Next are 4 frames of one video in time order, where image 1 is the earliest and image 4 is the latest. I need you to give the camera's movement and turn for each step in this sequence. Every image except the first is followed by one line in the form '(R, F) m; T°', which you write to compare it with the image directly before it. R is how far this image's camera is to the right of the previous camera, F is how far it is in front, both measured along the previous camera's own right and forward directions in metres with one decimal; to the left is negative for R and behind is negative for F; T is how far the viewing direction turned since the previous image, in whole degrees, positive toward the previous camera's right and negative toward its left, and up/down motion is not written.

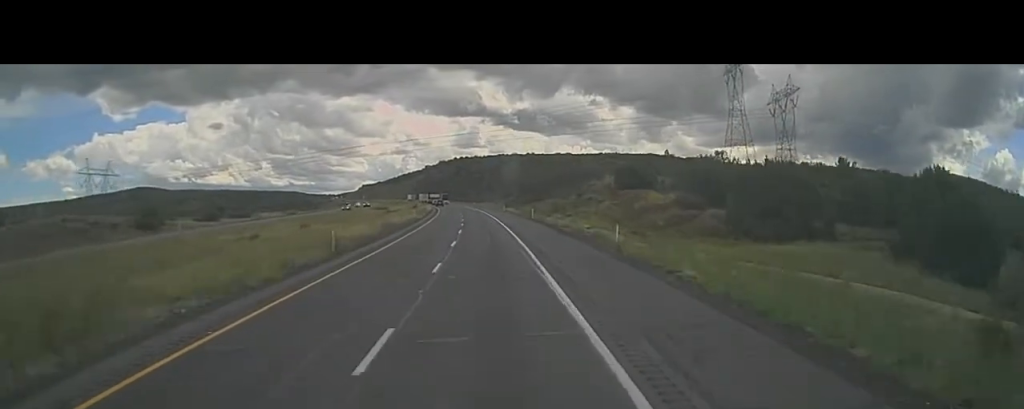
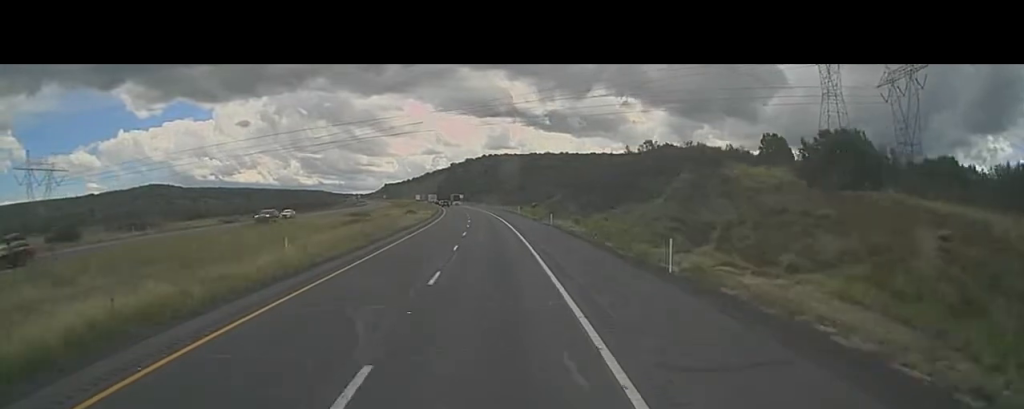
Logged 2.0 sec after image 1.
(-2.0, +51.4) m; -3°
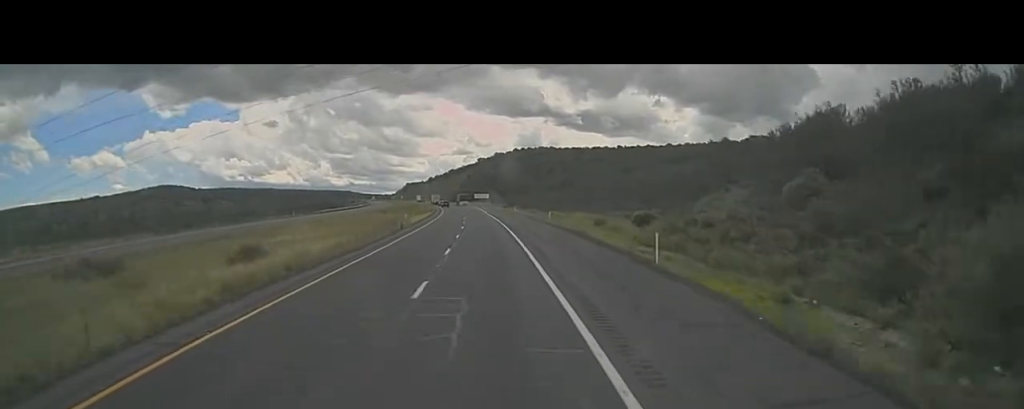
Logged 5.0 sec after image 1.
(-1.8, +75.9) m; -4°
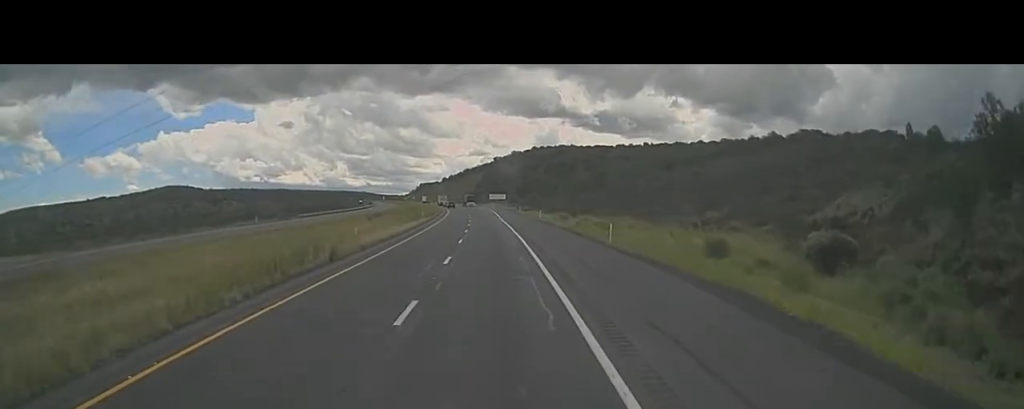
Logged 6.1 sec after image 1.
(-0.2, +27.0) m; -1°
